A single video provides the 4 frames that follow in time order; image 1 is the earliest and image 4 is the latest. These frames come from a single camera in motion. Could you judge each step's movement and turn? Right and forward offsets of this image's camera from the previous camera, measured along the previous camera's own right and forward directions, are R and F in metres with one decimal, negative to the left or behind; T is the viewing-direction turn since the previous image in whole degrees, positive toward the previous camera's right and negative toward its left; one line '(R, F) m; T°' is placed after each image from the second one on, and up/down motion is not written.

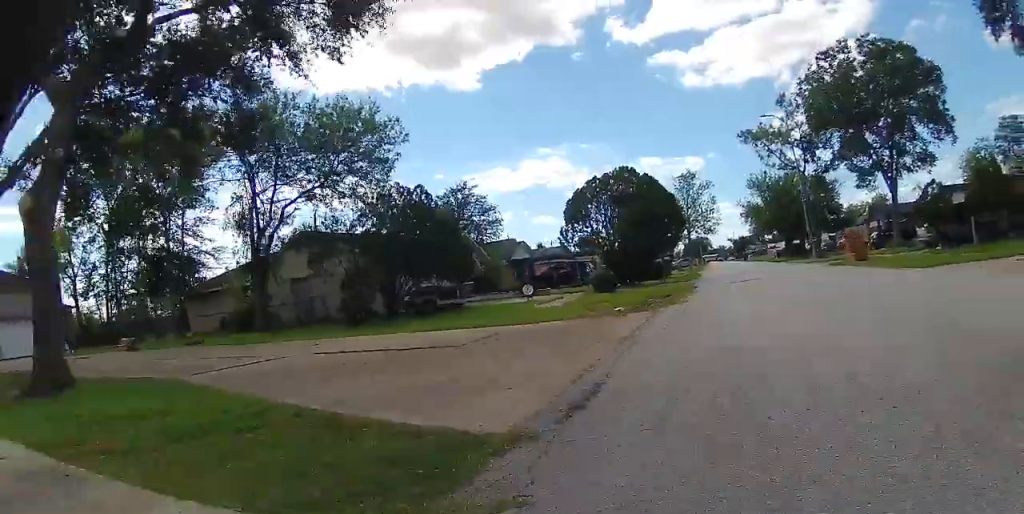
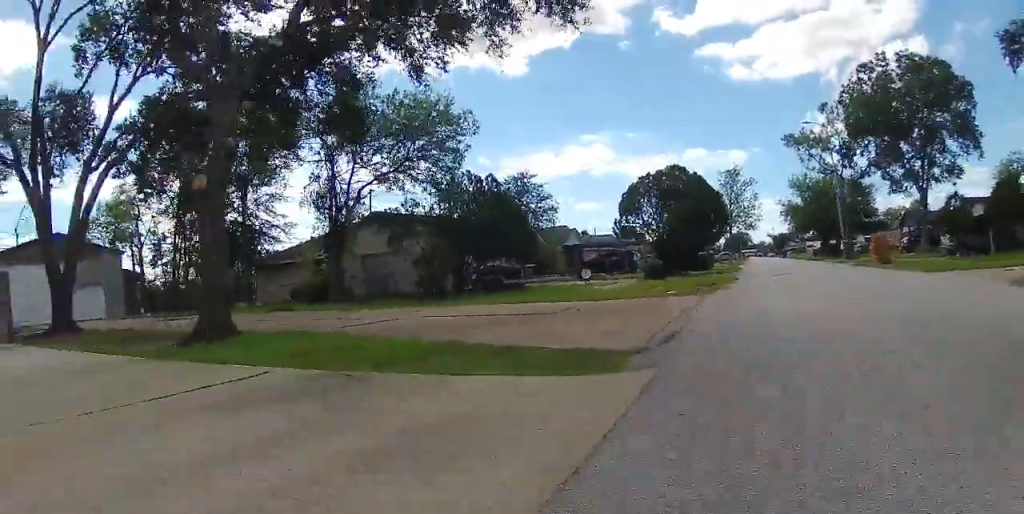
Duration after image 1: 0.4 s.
(+0.1, +2.4) m; +1°
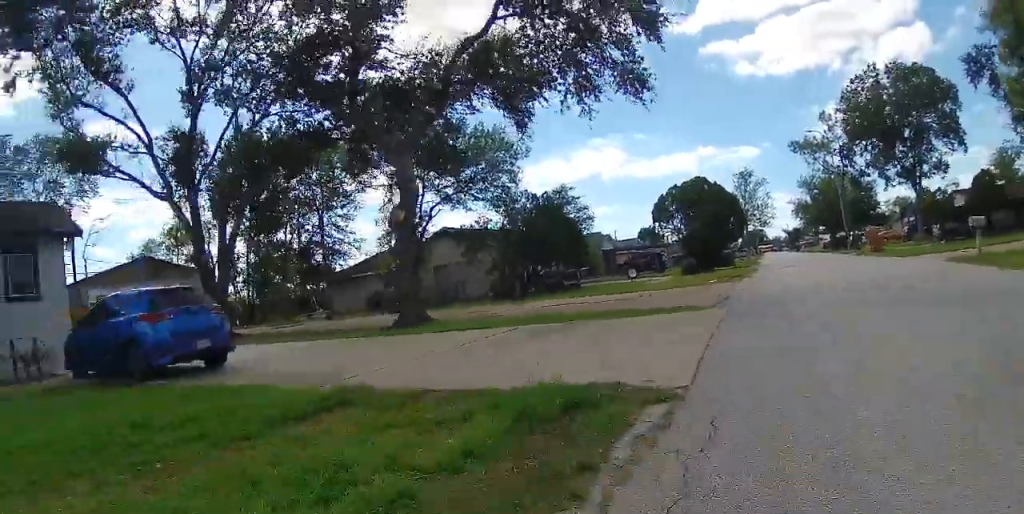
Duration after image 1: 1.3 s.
(+0.2, +4.9) m; +2°
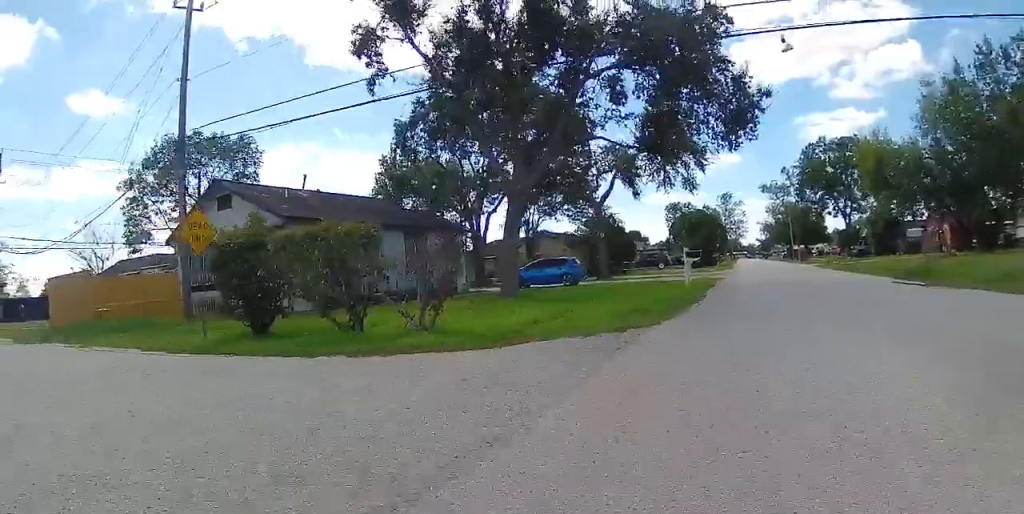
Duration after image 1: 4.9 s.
(0.0, +21.5) m; 0°
